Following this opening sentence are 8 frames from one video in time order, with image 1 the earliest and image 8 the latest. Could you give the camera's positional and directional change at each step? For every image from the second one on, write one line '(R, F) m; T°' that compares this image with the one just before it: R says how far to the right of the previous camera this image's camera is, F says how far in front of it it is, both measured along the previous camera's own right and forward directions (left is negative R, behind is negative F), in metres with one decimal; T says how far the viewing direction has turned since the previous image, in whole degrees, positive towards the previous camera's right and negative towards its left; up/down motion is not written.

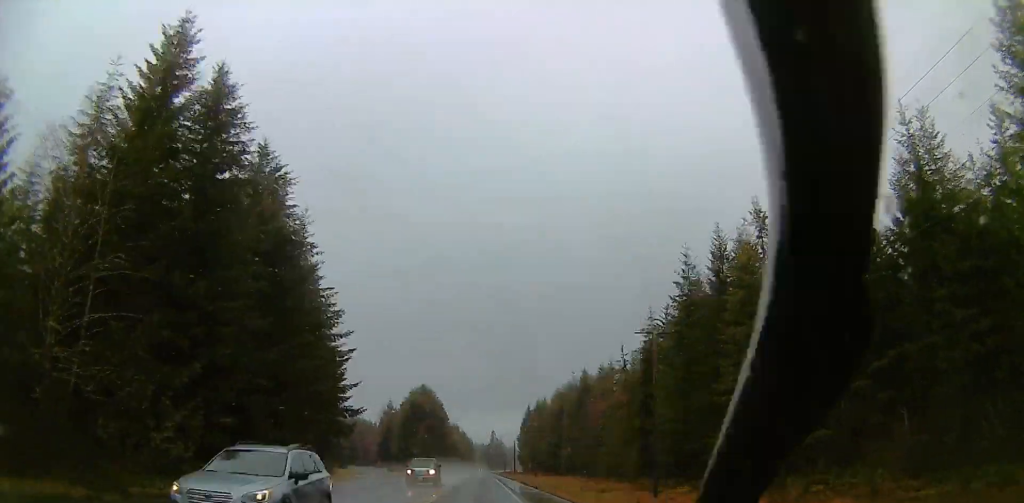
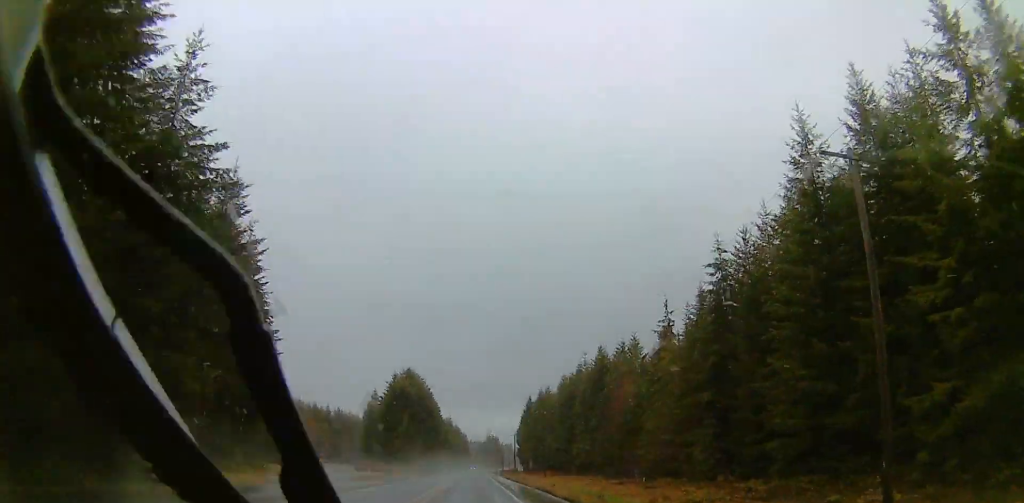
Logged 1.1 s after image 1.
(-0.6, +30.2) m; -1°
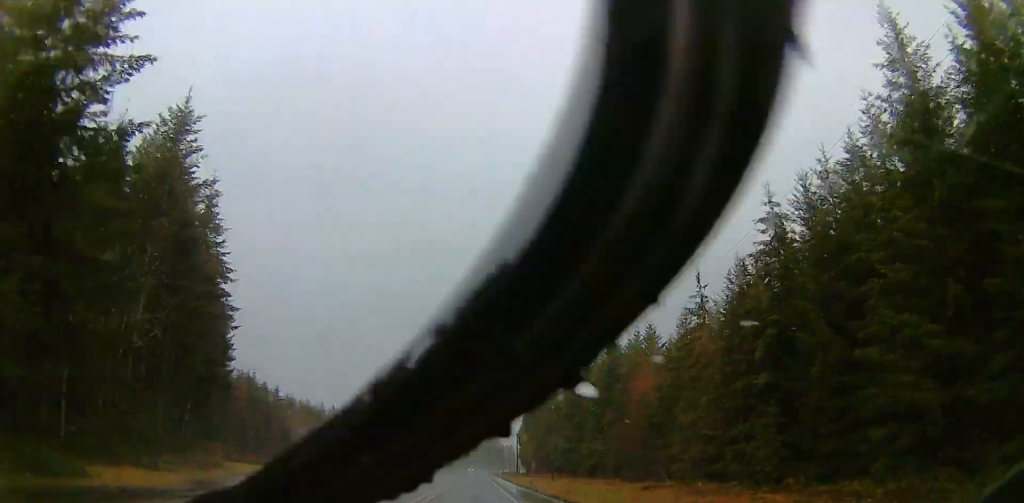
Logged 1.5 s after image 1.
(0.0, +12.2) m; 0°
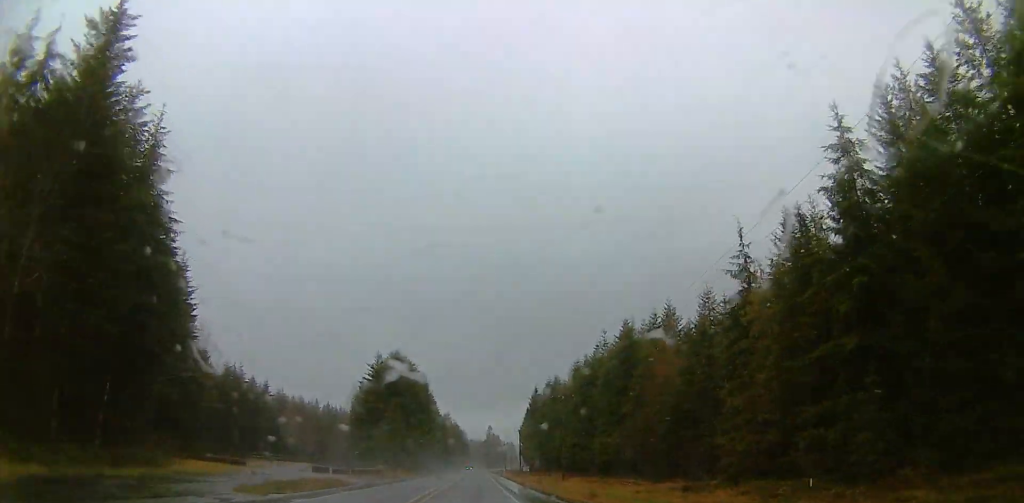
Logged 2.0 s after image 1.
(-0.1, +13.0) m; +1°
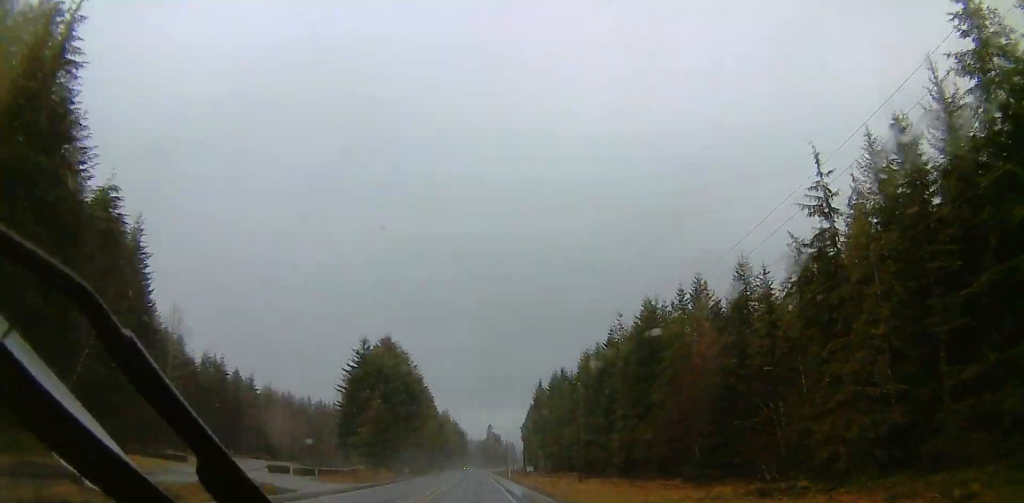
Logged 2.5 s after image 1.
(0.0, +15.6) m; +1°
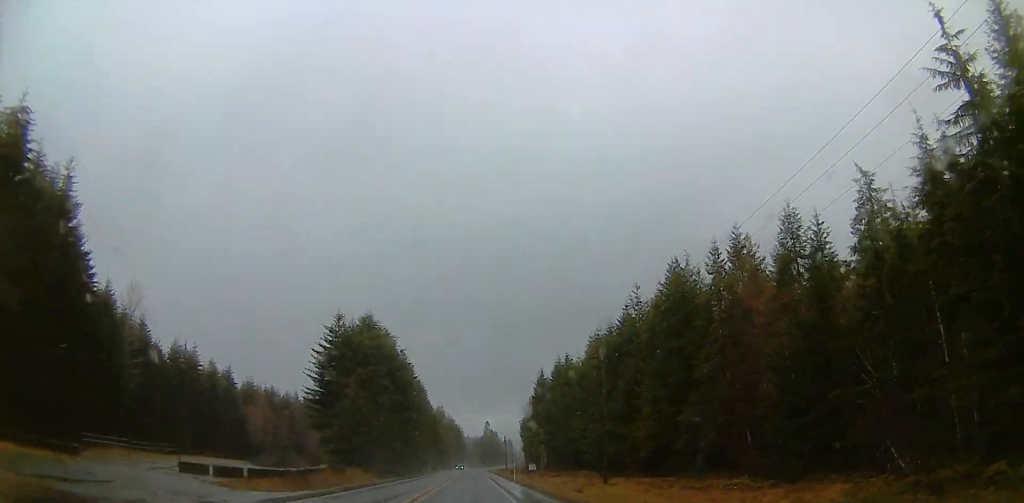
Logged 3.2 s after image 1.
(+0.4, +17.1) m; +1°
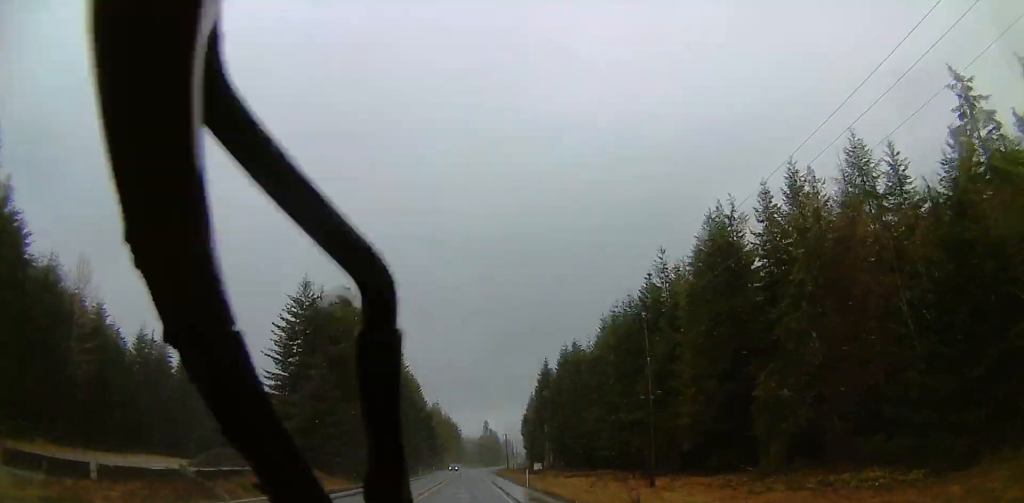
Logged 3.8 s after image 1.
(+0.1, +16.8) m; 0°
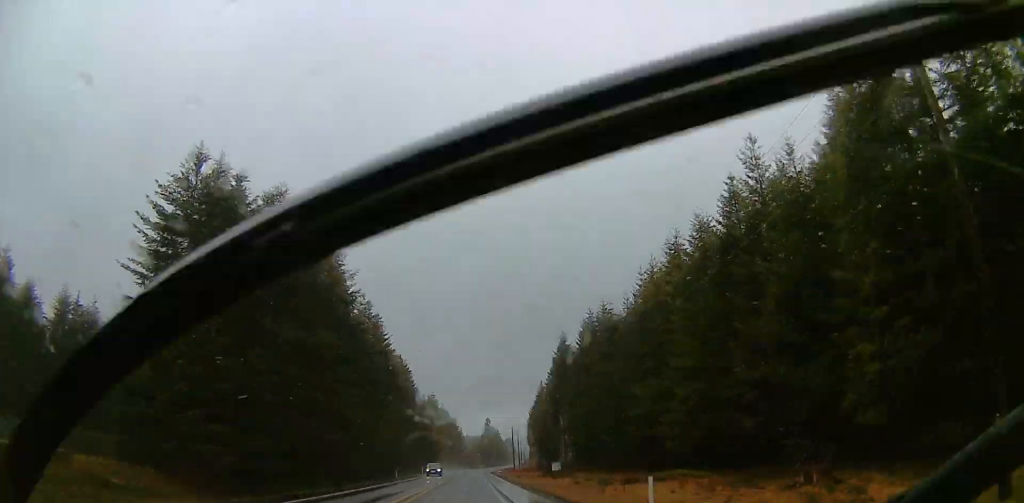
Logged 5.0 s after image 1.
(0.0, +31.5) m; 0°
